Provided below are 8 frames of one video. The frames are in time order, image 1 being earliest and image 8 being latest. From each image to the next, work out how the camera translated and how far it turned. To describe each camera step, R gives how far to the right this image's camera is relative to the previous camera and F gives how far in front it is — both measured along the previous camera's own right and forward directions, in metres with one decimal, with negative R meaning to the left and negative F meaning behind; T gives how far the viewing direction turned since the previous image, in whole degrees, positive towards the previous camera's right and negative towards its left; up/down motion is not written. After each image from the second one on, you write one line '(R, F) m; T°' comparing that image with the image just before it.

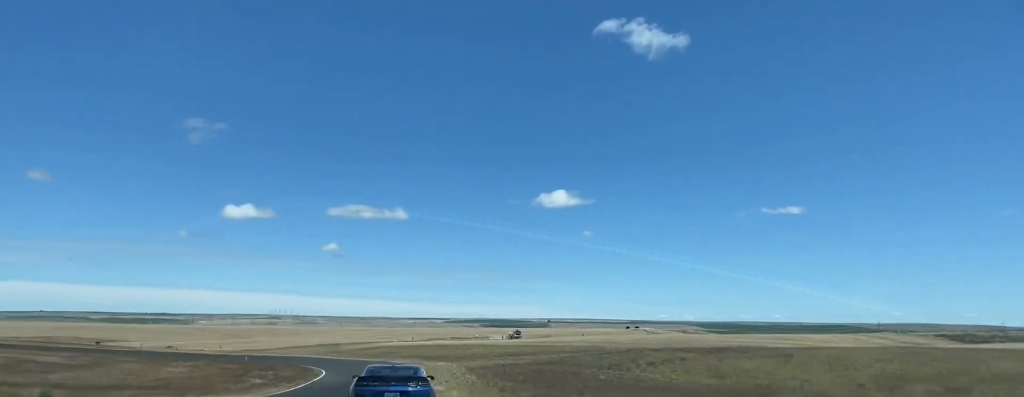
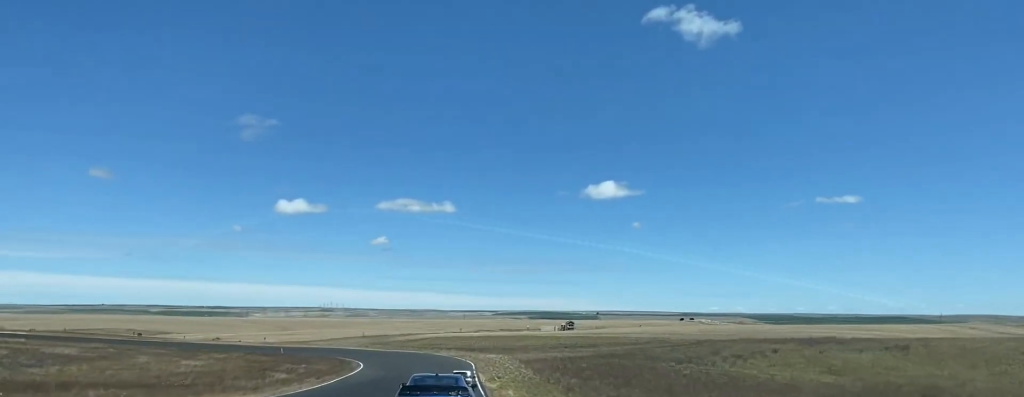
(-0.9, +12.6) m; -1°
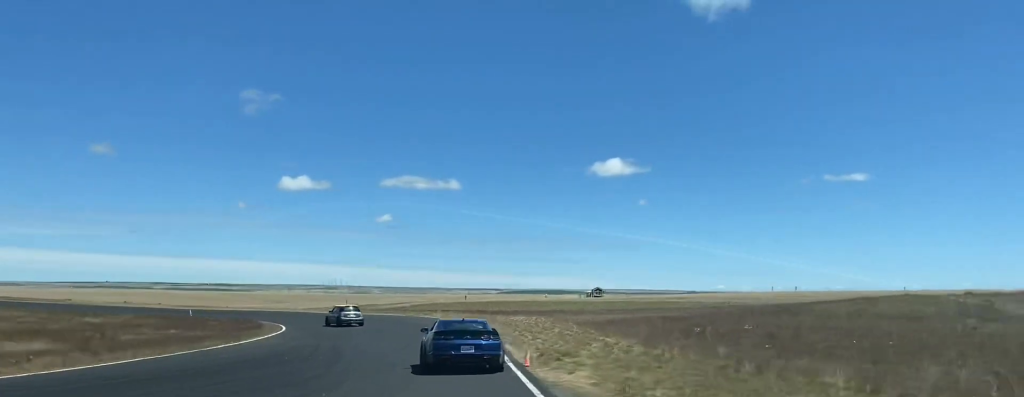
(-0.6, +39.1) m; -3°
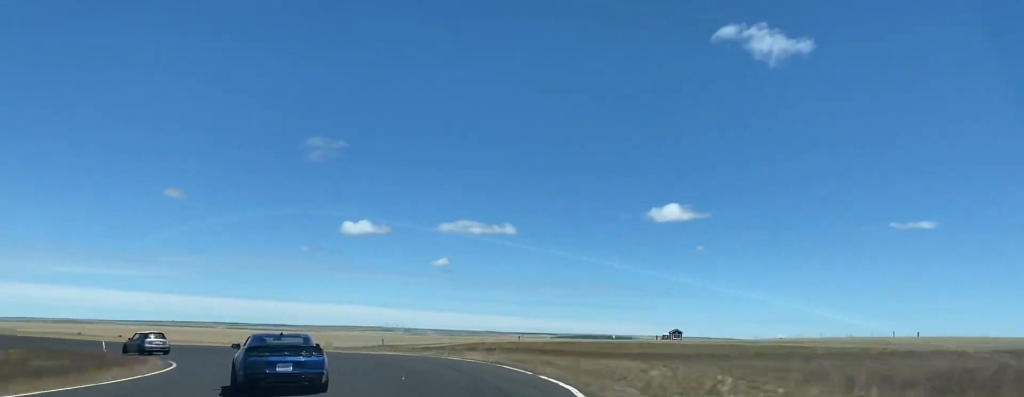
(-1.0, +26.4) m; -7°
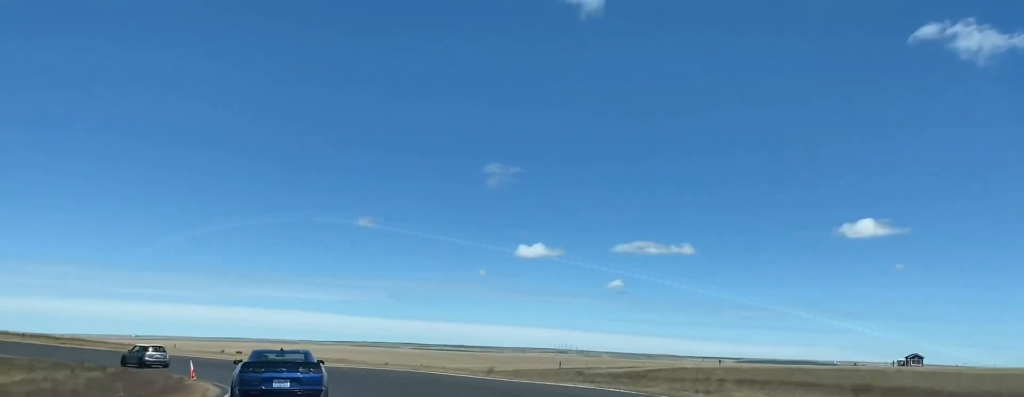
(-0.9, +17.6) m; -9°
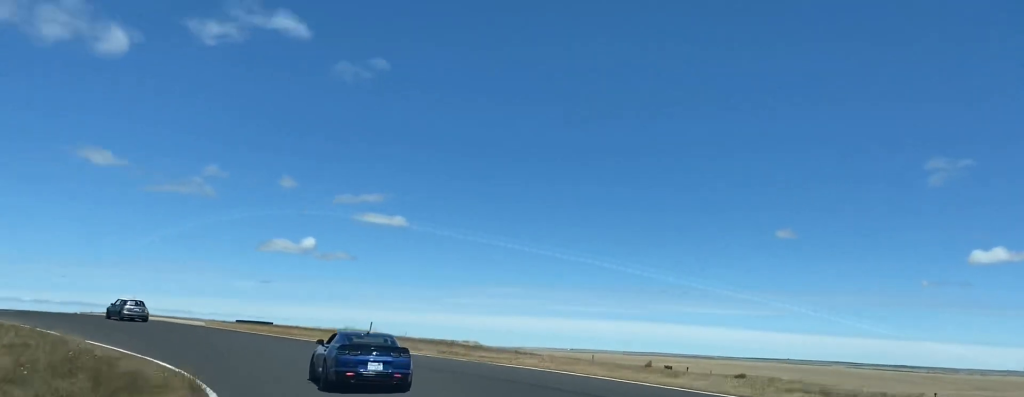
(-10.5, +42.0) m; -29°
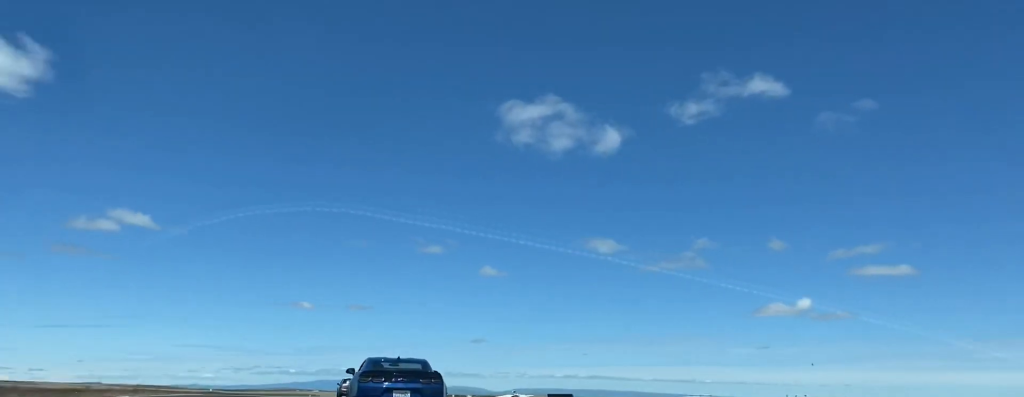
(-14.5, +48.9) m; -31°
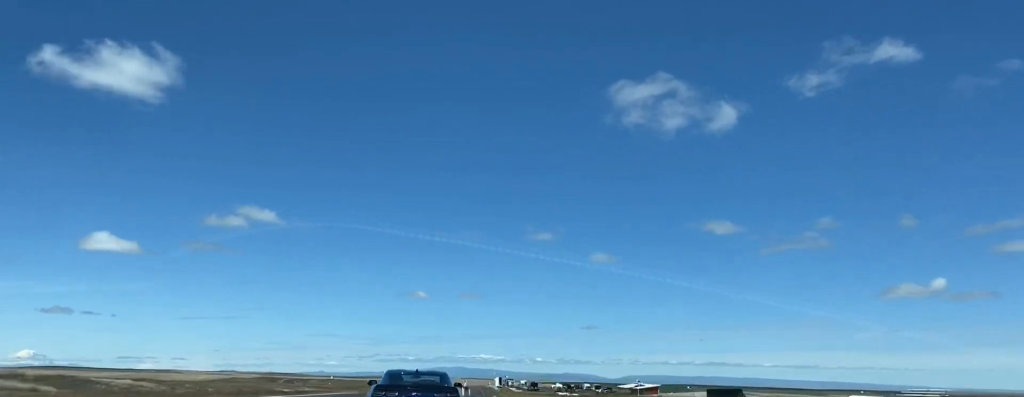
(-1.9, +22.7) m; -8°
